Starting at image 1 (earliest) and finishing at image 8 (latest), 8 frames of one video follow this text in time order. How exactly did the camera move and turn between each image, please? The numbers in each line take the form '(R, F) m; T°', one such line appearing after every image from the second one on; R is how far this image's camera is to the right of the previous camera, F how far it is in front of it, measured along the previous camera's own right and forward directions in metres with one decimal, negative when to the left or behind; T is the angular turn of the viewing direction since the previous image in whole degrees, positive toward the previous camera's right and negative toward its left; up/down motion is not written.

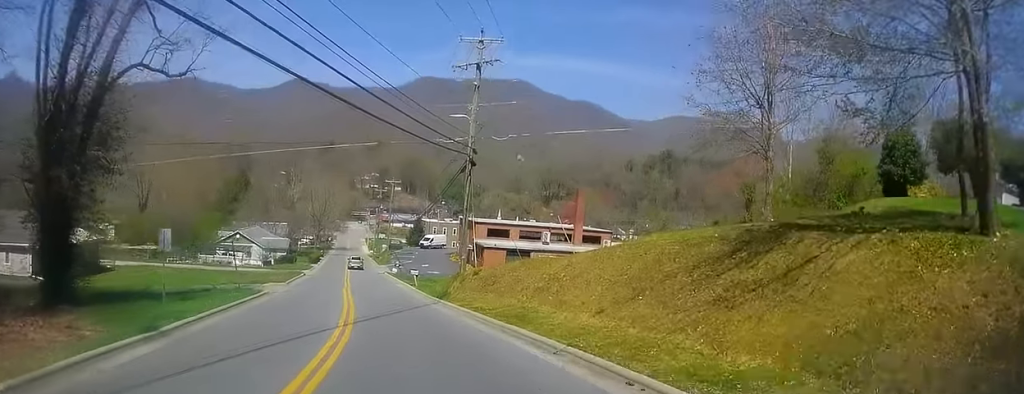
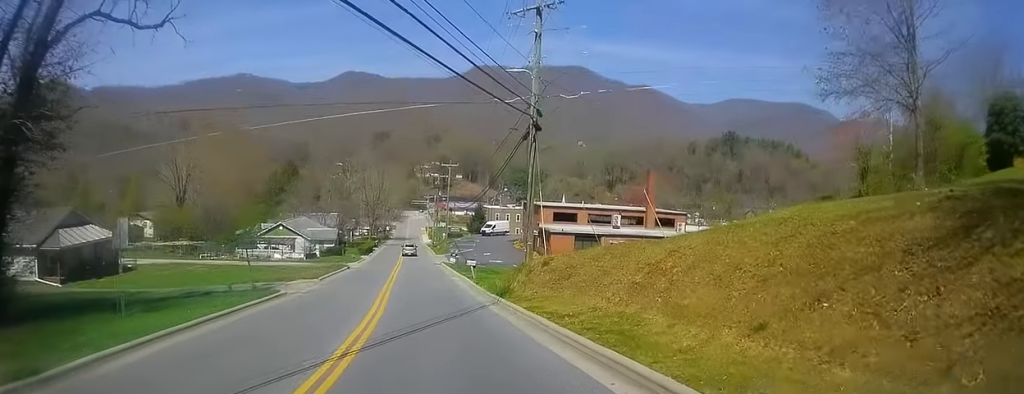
(-0.8, +6.1) m; -8°
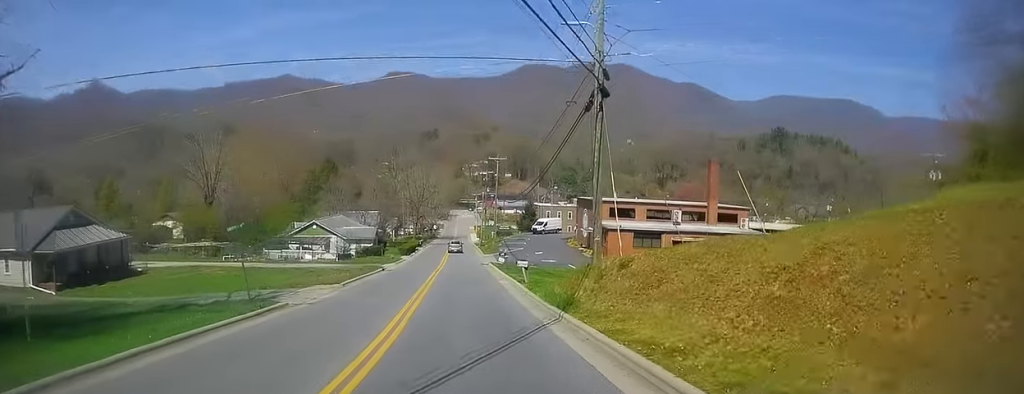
(0.0, +5.8) m; -1°
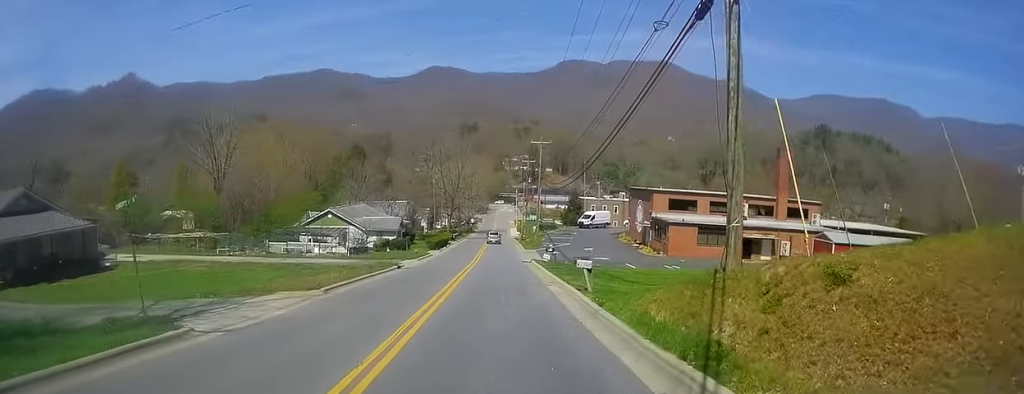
(-0.1, +9.4) m; -2°
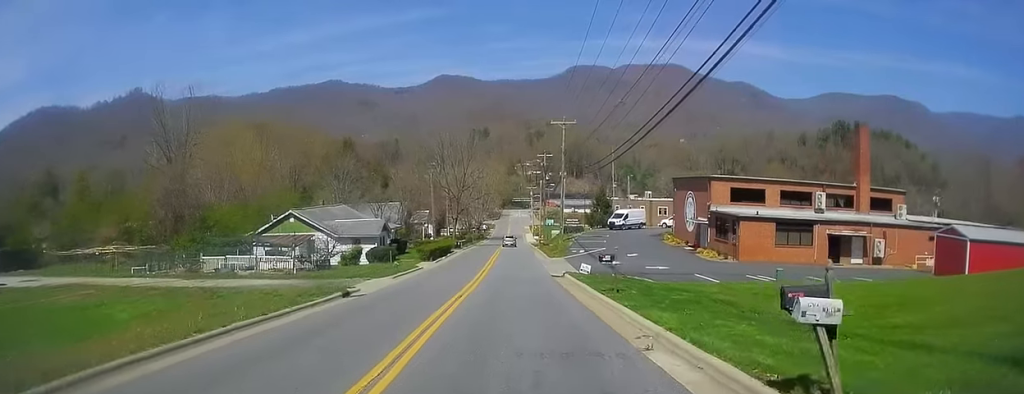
(-0.4, +15.2) m; -1°
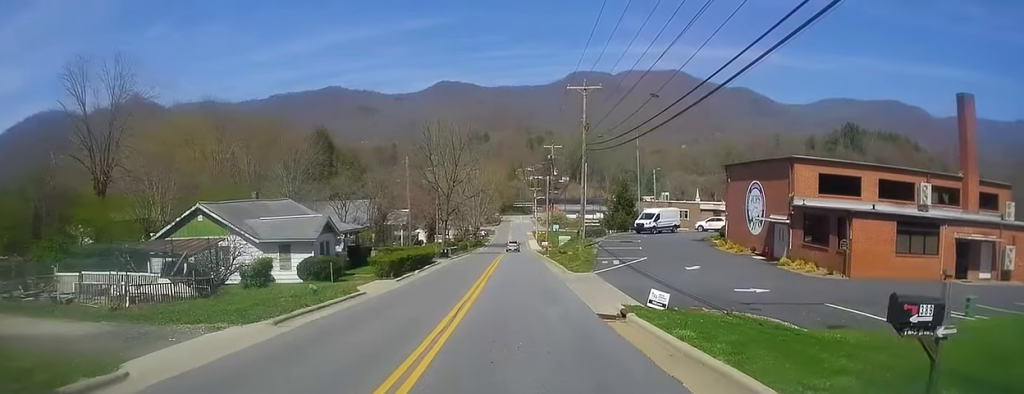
(+0.3, +15.6) m; +2°
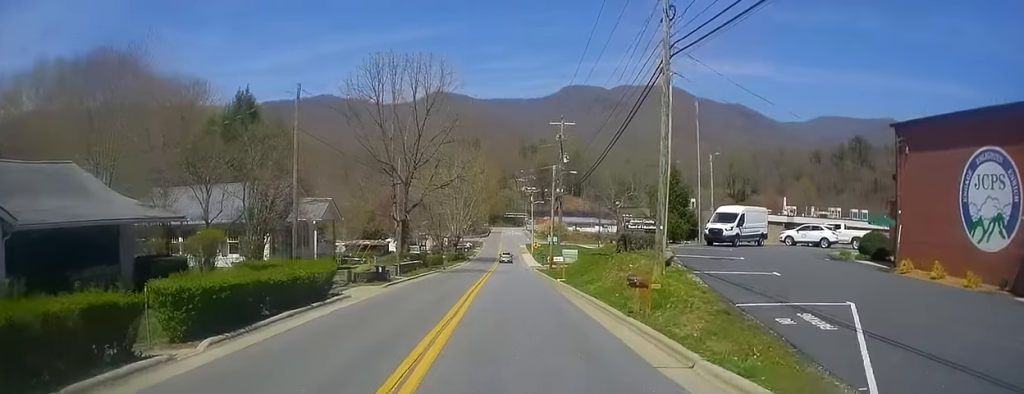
(+0.4, +24.3) m; +2°
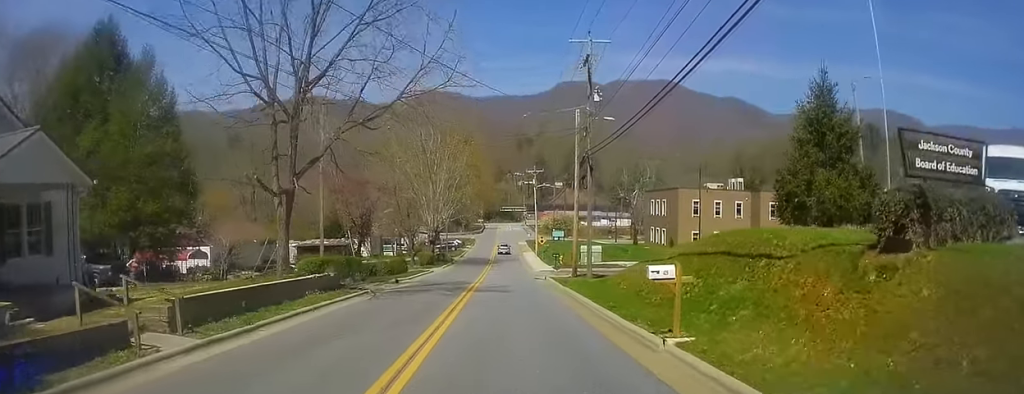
(+0.2, +24.2) m; 0°
